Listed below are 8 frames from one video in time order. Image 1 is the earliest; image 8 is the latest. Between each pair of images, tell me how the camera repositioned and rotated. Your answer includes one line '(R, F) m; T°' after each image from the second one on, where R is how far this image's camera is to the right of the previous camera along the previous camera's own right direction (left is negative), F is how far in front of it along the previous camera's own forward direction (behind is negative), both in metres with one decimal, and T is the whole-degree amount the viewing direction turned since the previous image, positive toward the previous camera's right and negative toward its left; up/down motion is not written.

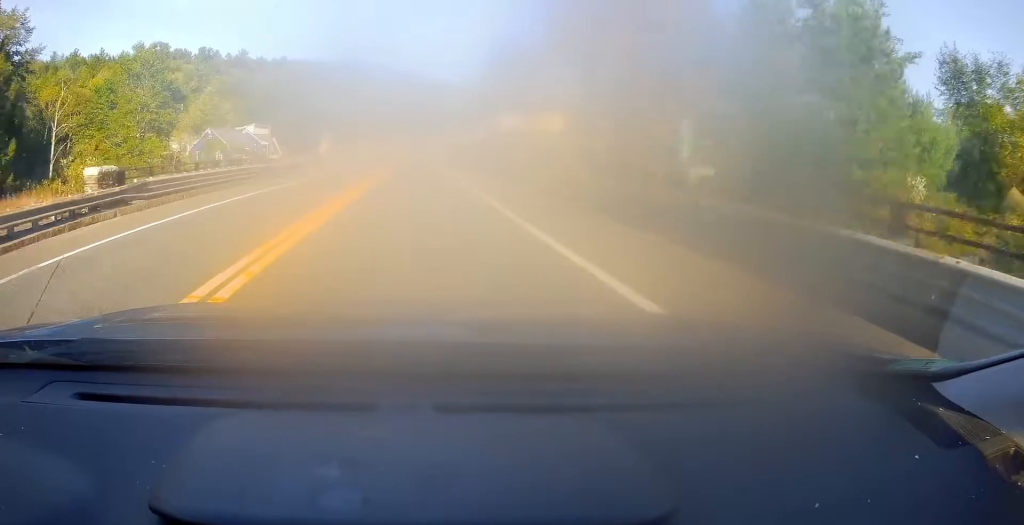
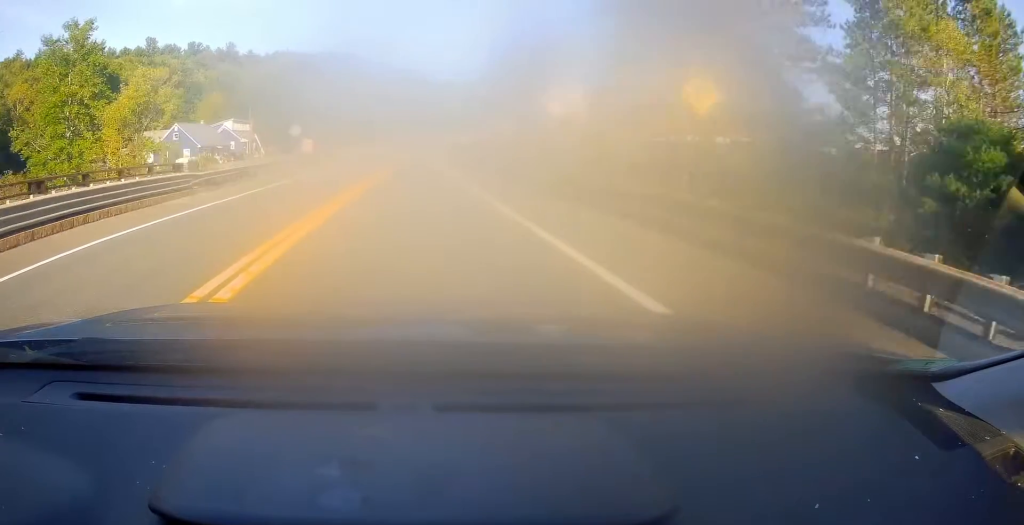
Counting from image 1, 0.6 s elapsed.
(0.0, +13.3) m; 0°
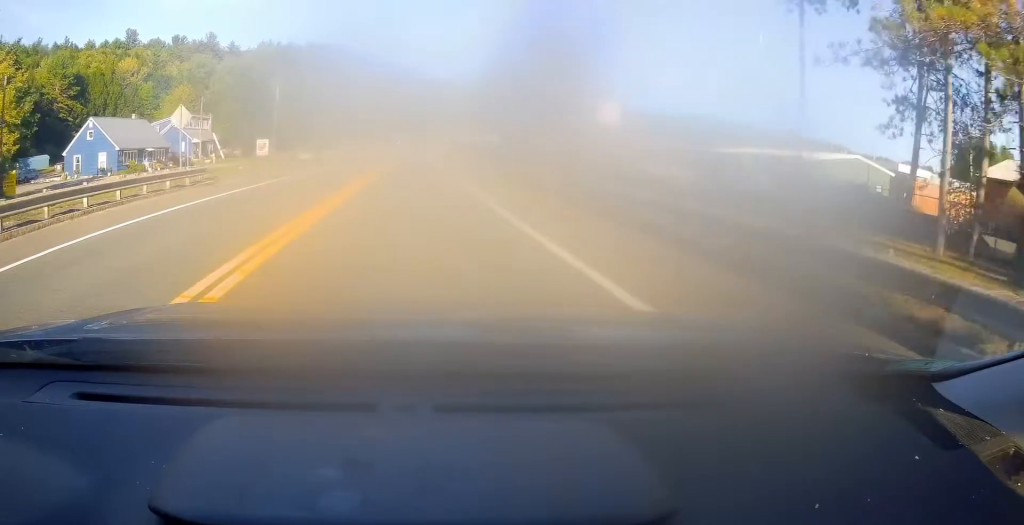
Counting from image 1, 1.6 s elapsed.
(+0.2, +23.4) m; +1°
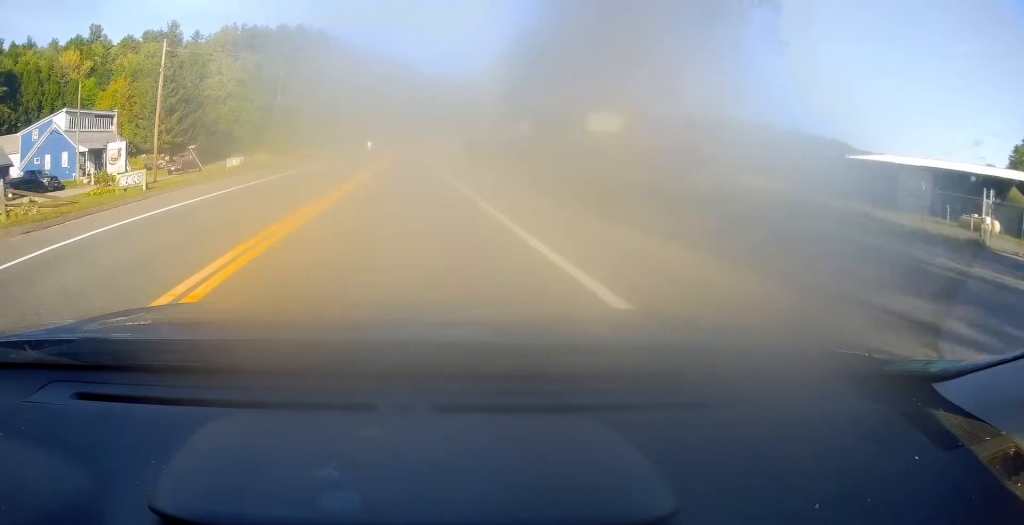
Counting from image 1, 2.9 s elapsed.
(+0.3, +30.7) m; 0°
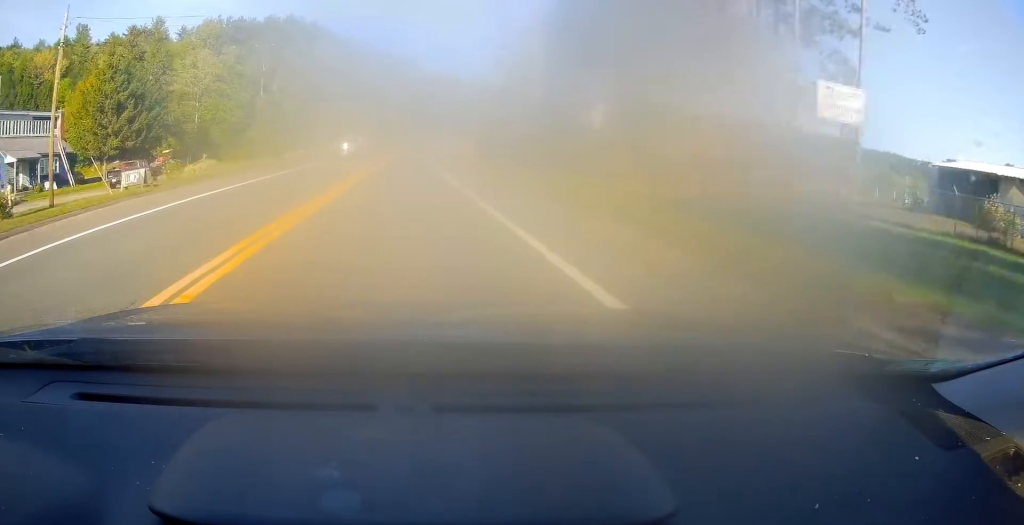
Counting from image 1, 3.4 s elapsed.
(0.0, +12.1) m; -1°
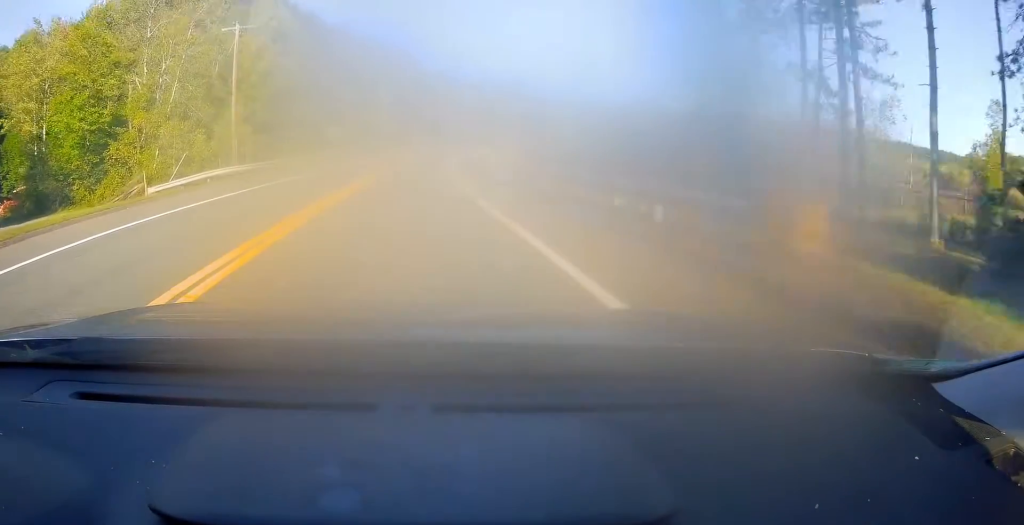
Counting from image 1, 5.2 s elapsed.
(-0.1, +38.2) m; +2°
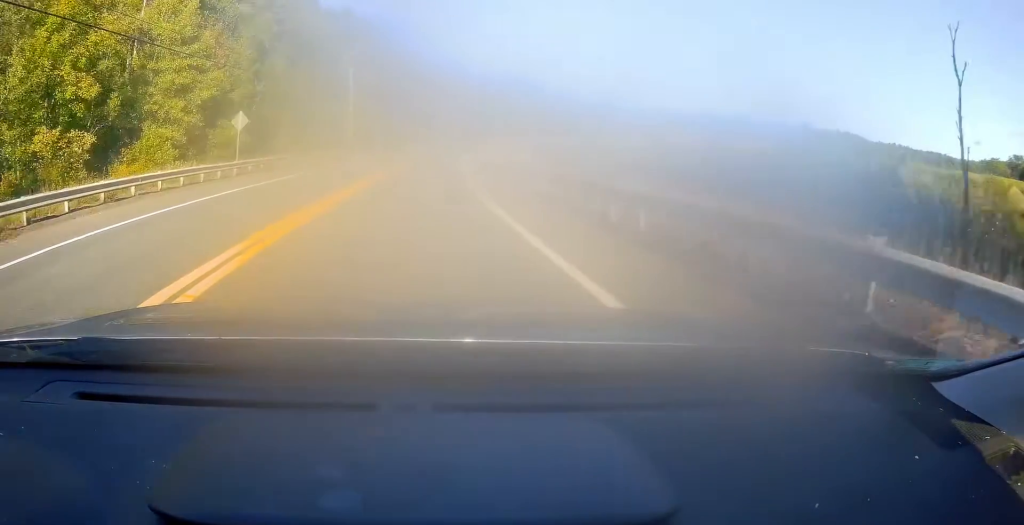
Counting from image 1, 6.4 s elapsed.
(+0.6, +26.3) m; +1°
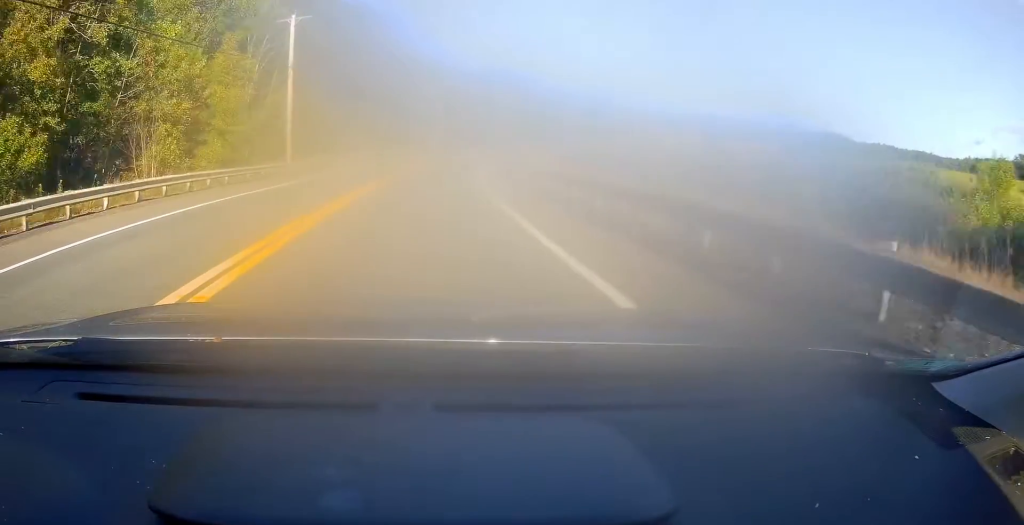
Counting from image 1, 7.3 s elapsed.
(-0.4, +18.5) m; +1°
